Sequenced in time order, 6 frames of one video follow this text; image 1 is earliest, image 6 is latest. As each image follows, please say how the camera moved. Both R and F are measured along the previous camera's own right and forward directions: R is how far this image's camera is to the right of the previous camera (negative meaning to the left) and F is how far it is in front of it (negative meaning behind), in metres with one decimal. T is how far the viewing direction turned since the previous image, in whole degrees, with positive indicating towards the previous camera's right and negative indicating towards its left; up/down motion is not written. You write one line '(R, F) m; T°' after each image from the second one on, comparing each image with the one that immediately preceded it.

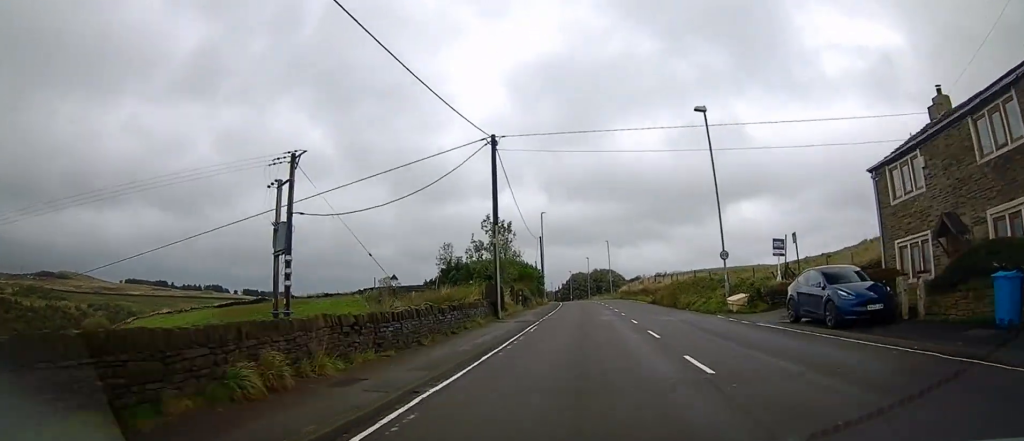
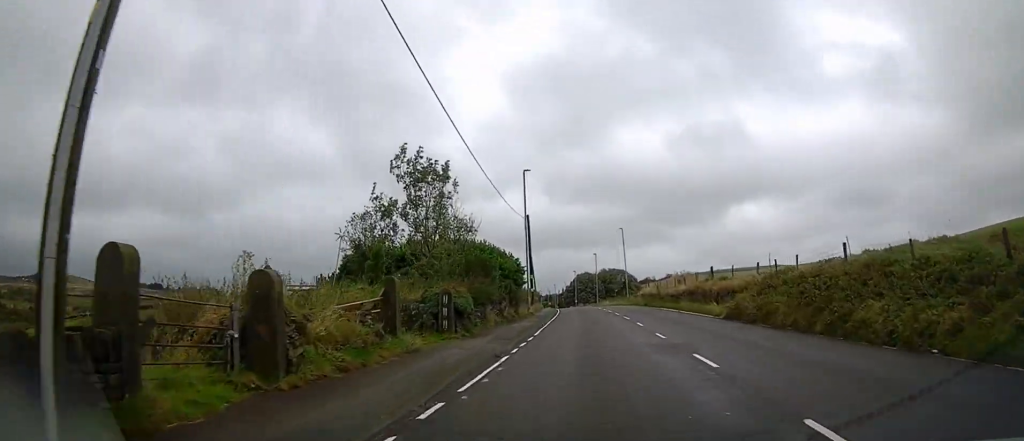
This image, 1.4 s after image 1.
(-0.3, +22.9) m; 0°
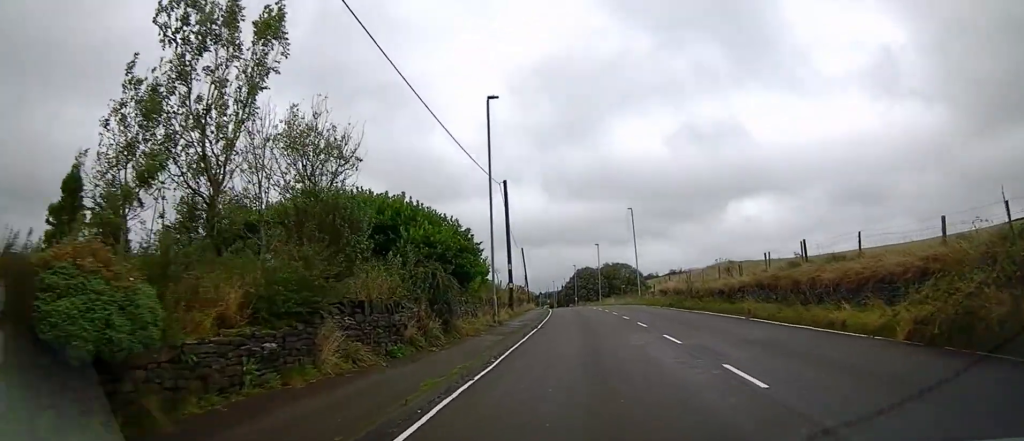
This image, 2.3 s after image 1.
(+0.2, +14.4) m; 0°
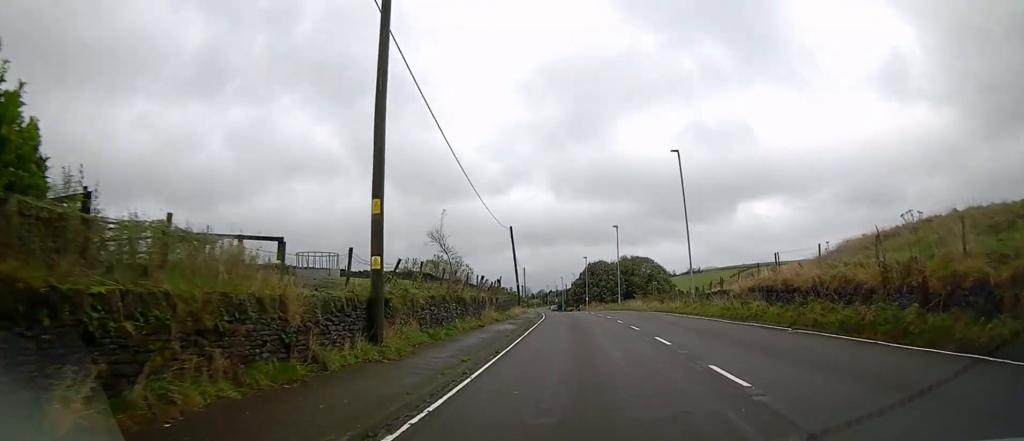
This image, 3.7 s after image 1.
(-0.3, +23.8) m; -2°
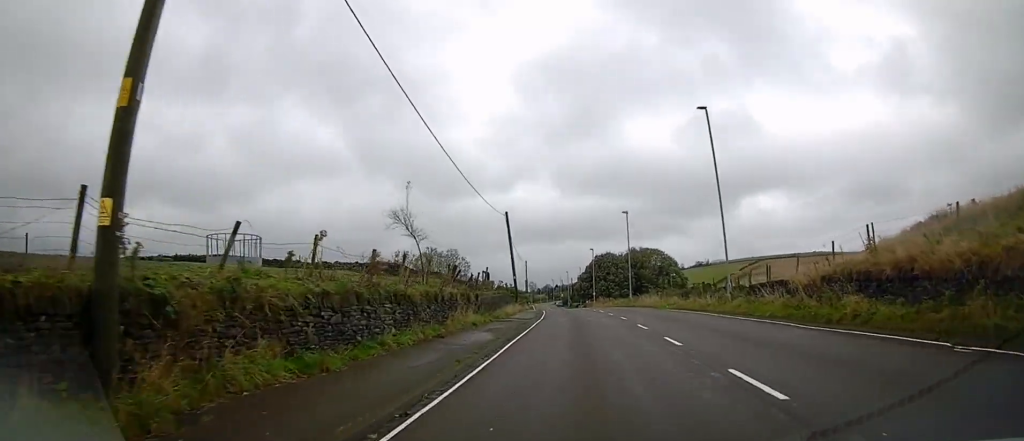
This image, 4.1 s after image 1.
(+0.1, +7.3) m; -1°
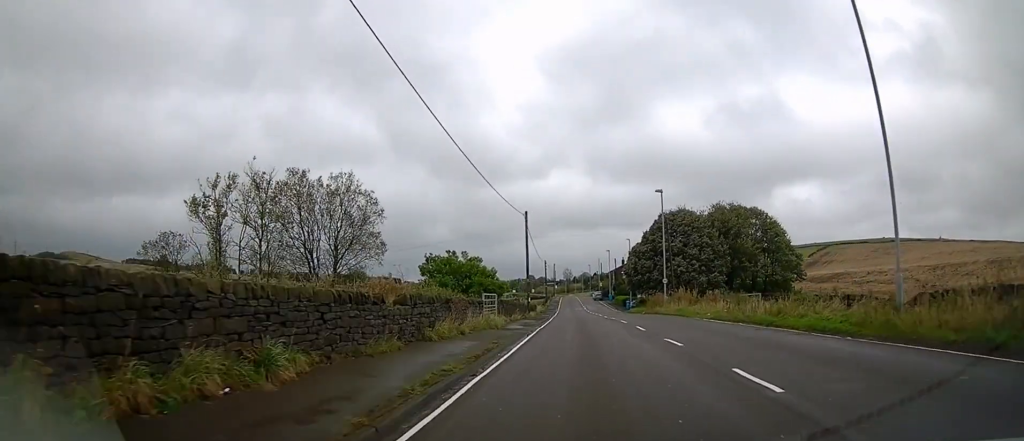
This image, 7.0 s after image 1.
(-1.6, +48.0) m; -4°
